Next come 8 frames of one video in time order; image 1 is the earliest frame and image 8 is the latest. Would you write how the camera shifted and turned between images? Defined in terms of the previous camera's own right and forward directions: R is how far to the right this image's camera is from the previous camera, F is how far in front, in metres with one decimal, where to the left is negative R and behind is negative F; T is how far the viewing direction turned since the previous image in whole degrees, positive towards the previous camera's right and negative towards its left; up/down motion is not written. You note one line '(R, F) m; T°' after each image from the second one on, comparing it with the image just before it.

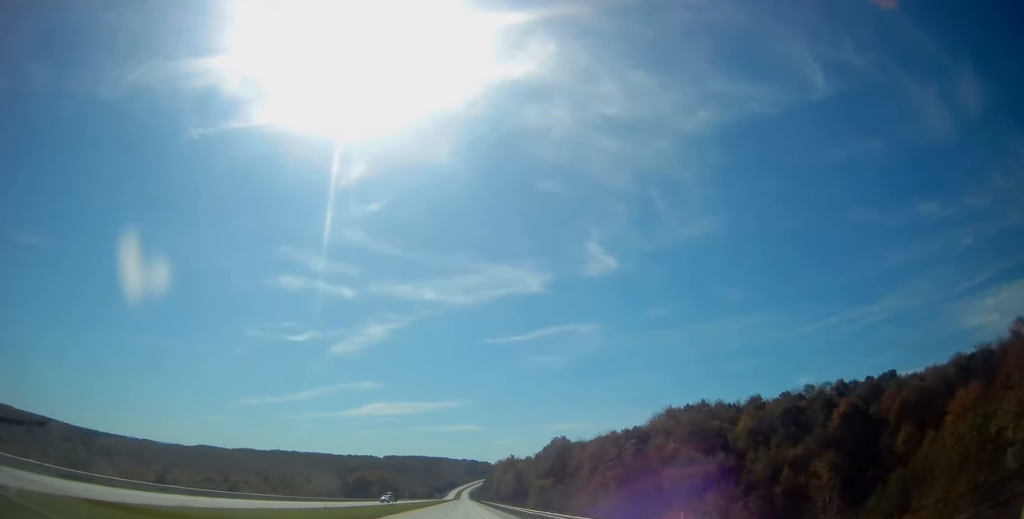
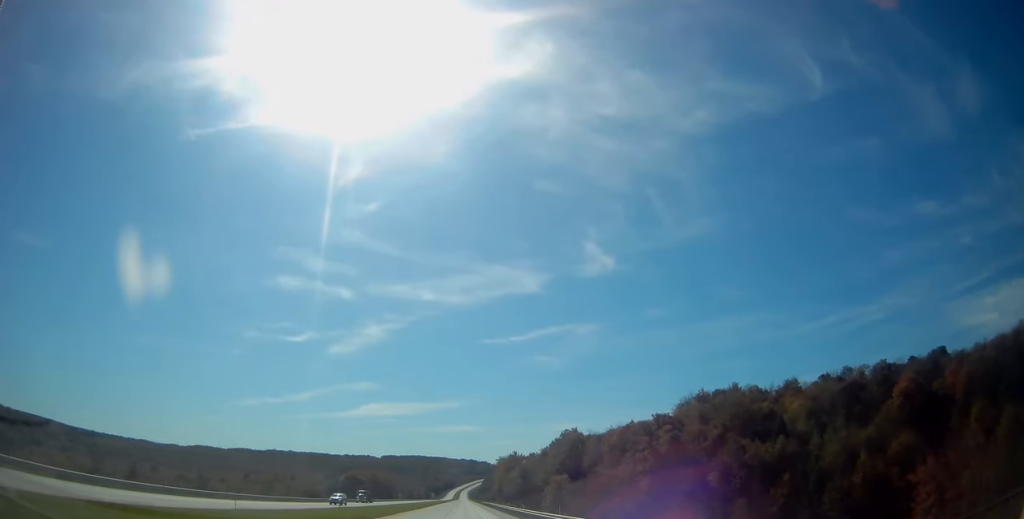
(-0.1, +24.8) m; 0°
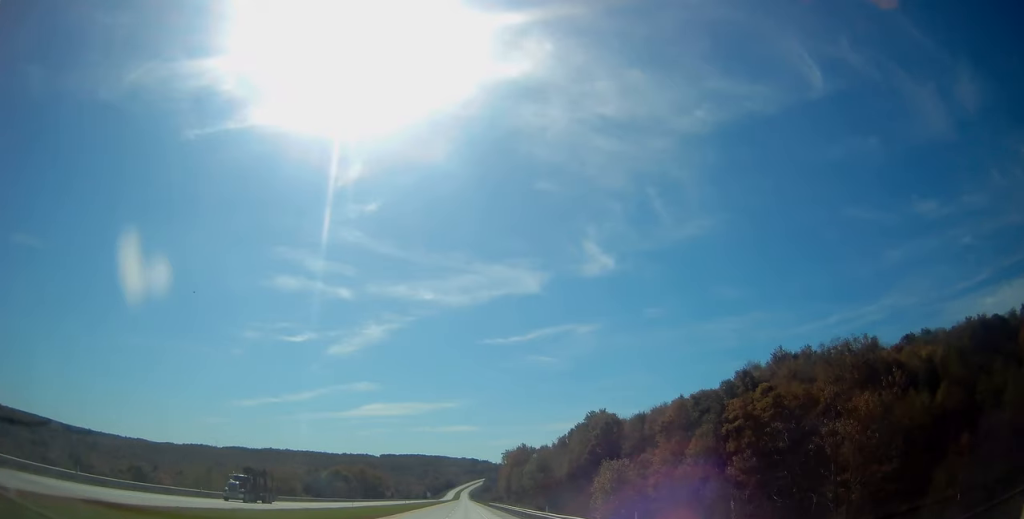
(+0.3, +39.3) m; 0°
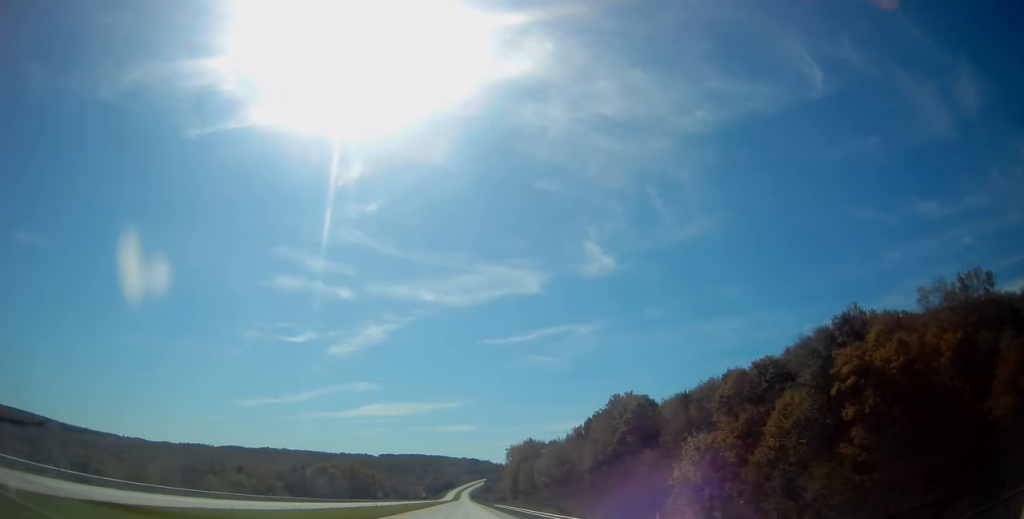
(0.0, +25.1) m; 0°
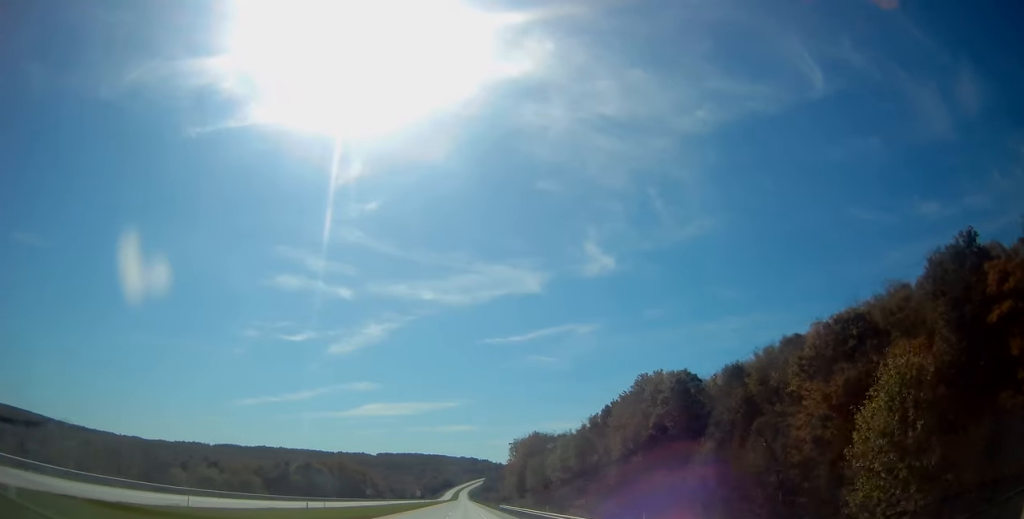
(0.0, +21.4) m; 0°
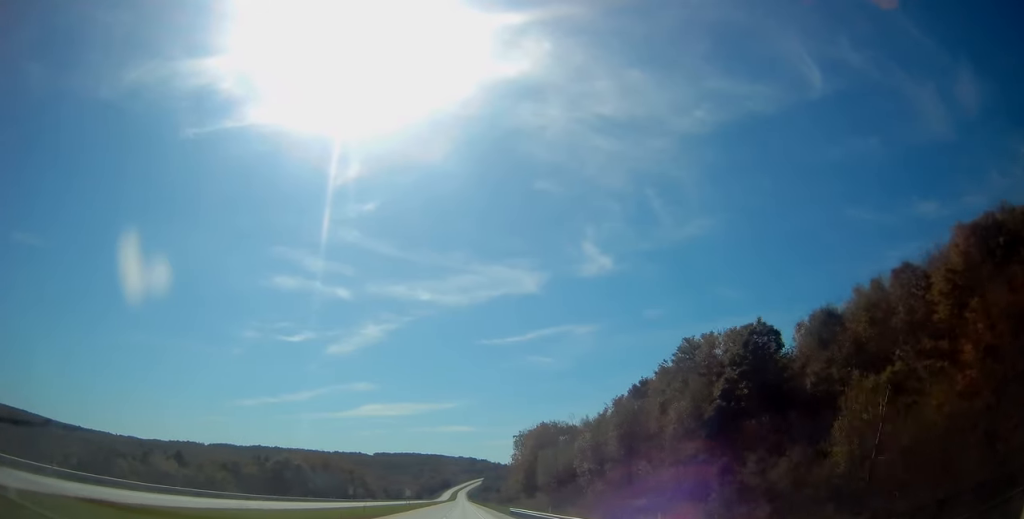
(0.0, +24.6) m; 0°
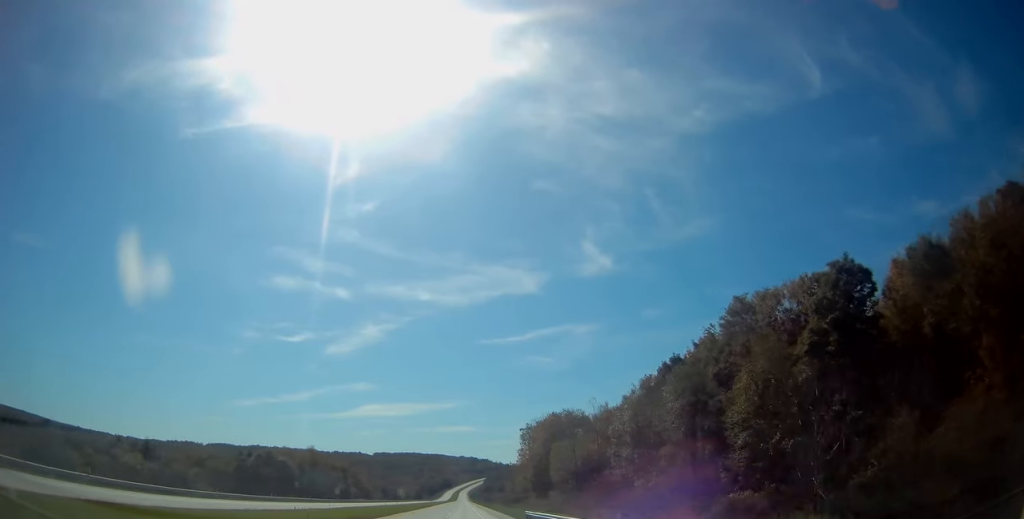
(0.0, +18.0) m; 0°
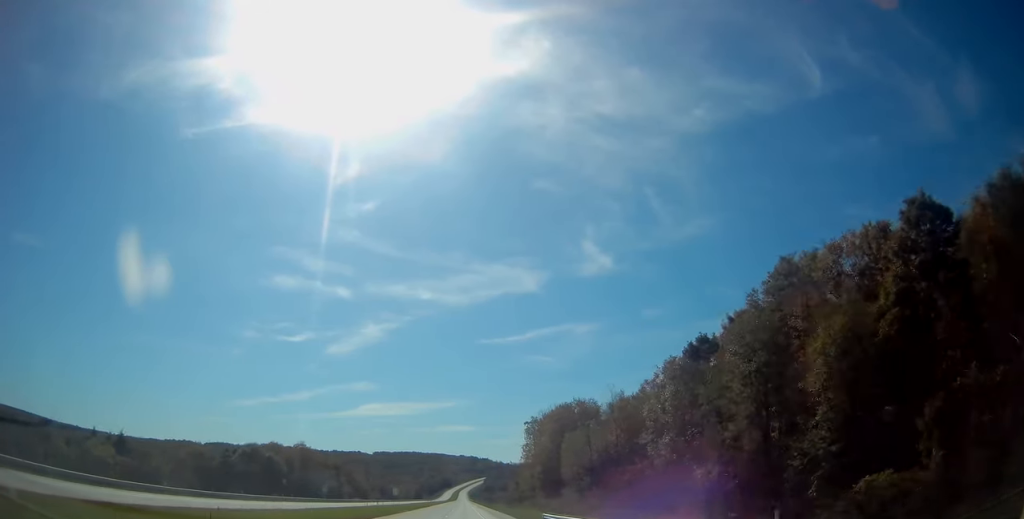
(+0.1, +12.0) m; 0°
